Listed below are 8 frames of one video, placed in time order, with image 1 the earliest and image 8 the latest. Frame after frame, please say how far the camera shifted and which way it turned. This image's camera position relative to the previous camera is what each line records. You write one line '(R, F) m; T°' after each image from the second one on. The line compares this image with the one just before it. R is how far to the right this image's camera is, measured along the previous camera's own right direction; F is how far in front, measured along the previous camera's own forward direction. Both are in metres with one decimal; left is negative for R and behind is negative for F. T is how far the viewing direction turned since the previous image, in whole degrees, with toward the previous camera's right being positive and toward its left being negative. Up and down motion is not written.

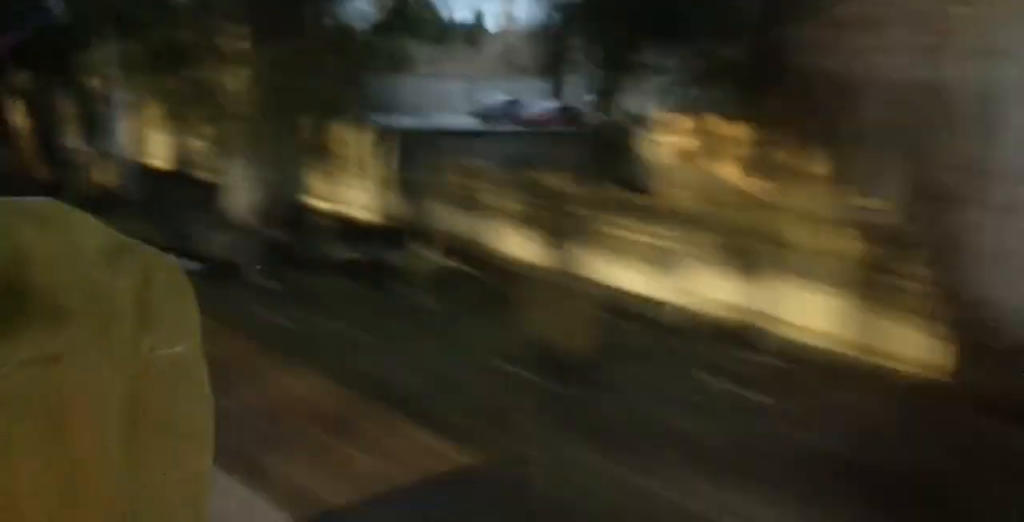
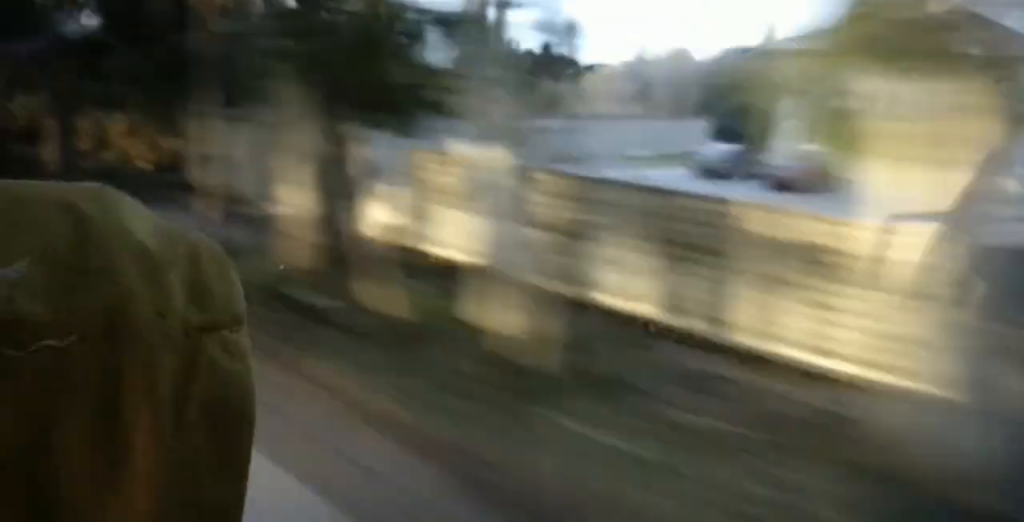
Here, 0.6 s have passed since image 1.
(-0.5, +11.7) m; -4°
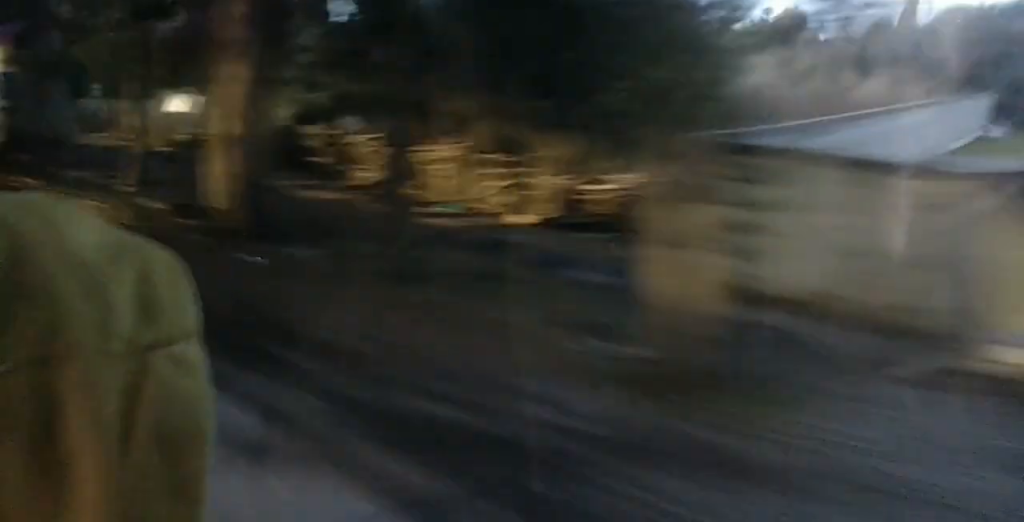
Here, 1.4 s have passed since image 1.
(-0.6, +15.8) m; -4°
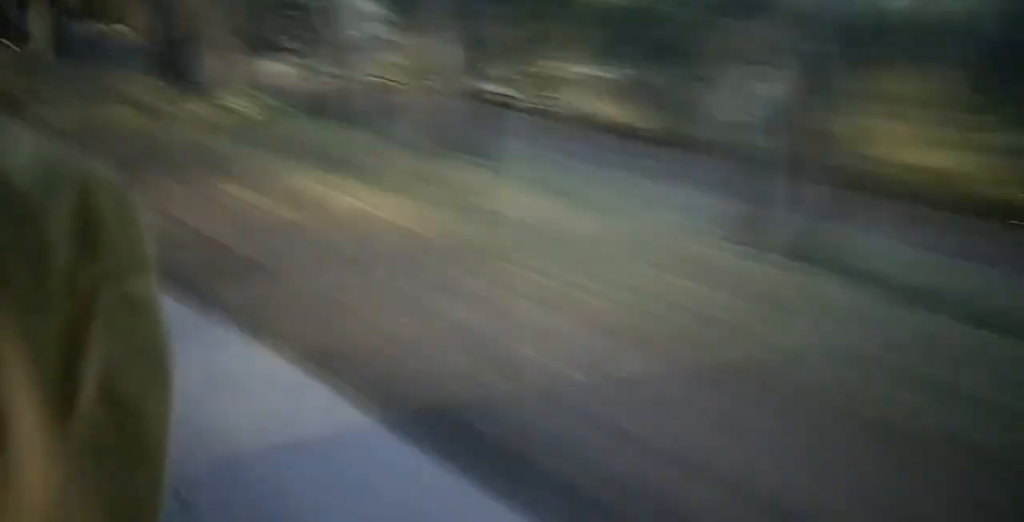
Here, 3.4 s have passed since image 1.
(-2.7, +40.2) m; -6°
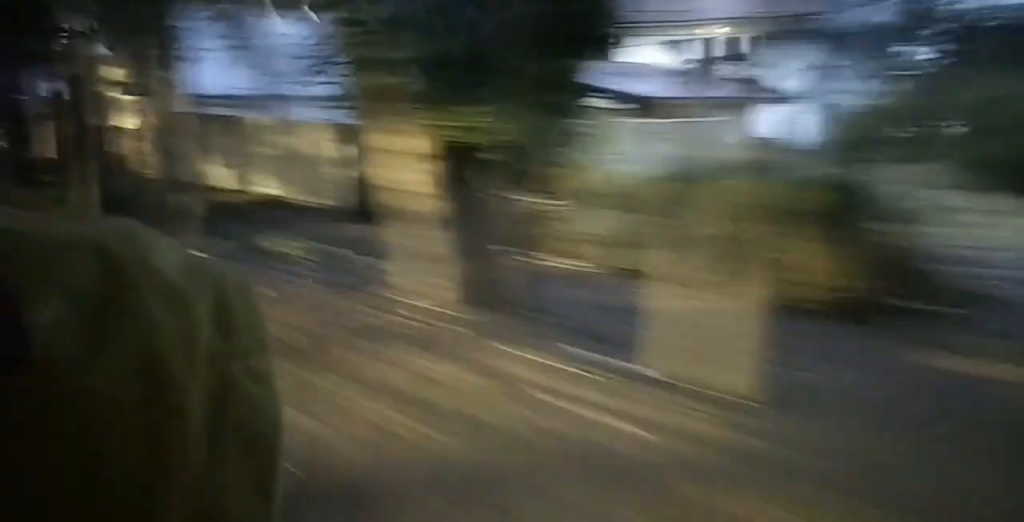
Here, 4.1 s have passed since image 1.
(-0.3, +15.3) m; -1°
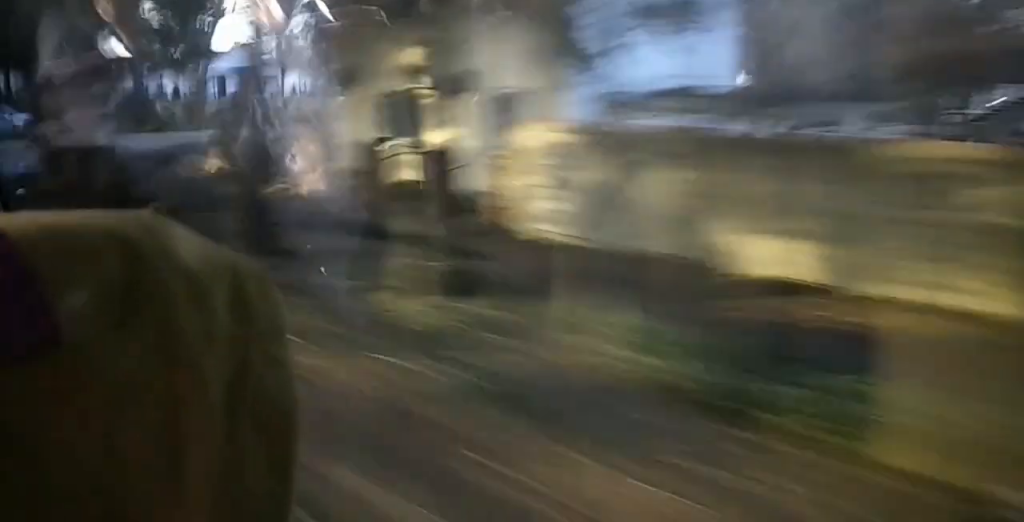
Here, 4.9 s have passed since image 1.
(-0.1, +17.2) m; 0°
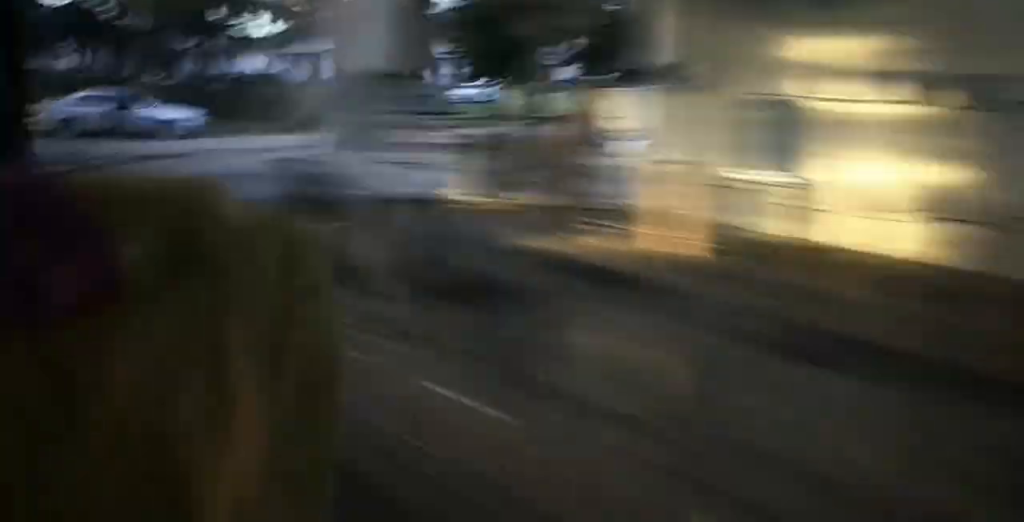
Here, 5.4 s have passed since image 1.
(0.0, +10.4) m; +1°
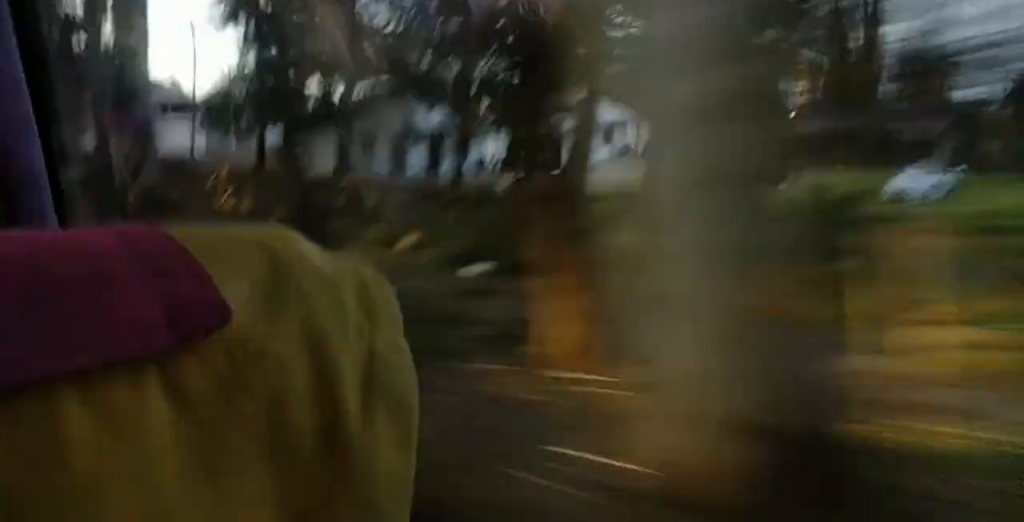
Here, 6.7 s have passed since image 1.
(+0.6, +29.9) m; +2°
